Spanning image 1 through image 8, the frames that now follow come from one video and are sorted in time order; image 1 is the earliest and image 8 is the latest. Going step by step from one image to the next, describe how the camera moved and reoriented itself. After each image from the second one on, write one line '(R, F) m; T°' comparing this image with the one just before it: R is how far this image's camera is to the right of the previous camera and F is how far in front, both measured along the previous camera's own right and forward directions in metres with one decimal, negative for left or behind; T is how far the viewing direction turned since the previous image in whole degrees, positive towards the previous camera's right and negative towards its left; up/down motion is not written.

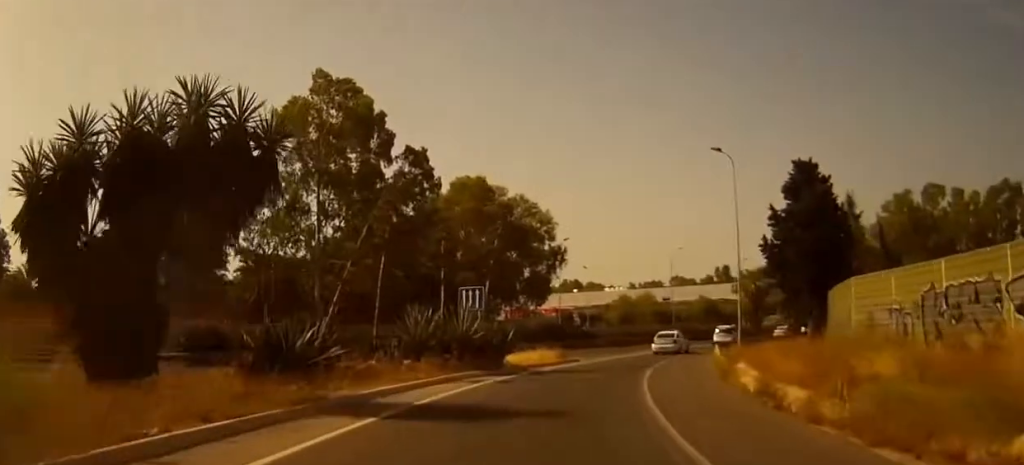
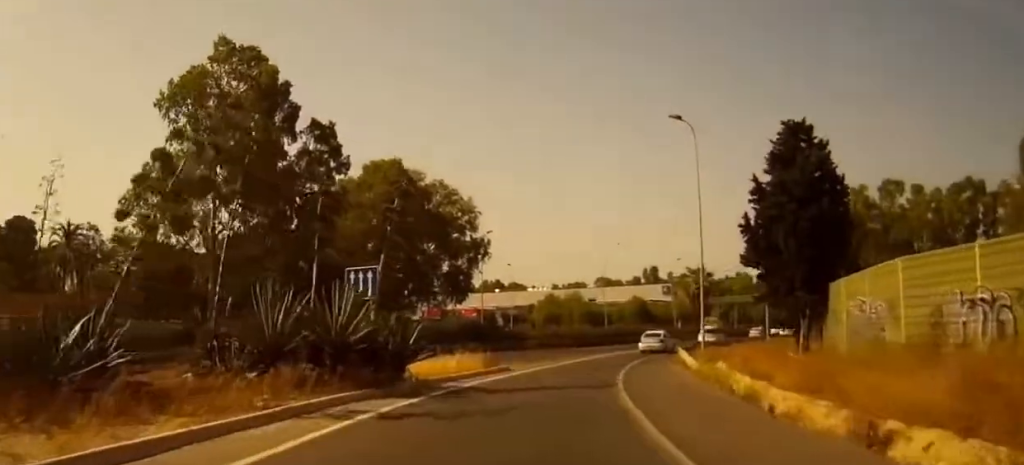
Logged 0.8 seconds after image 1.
(+0.5, +9.2) m; +5°
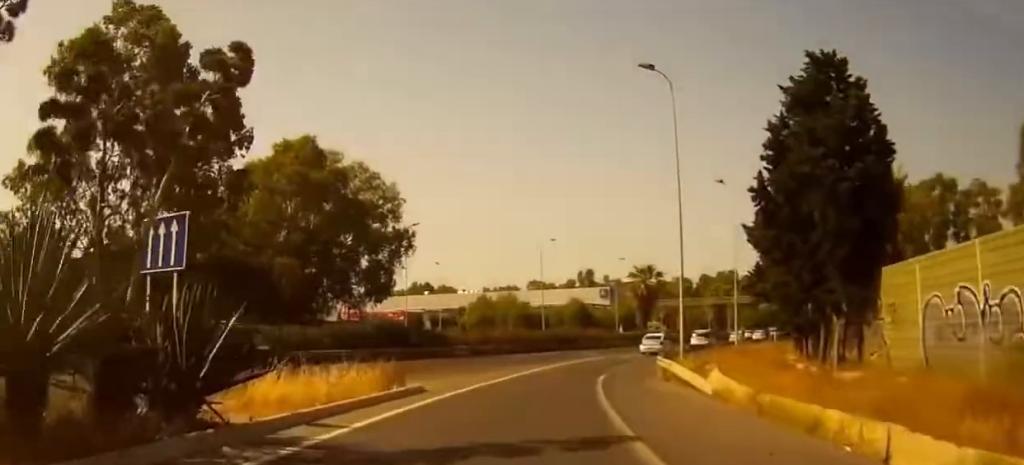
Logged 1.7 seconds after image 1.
(+0.4, +10.2) m; +3°
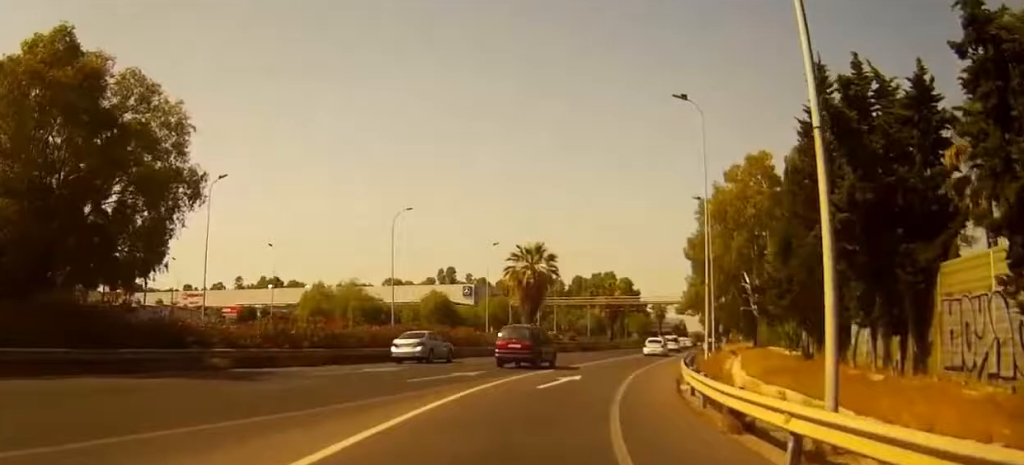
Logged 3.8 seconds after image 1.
(+2.2, +25.5) m; +13°
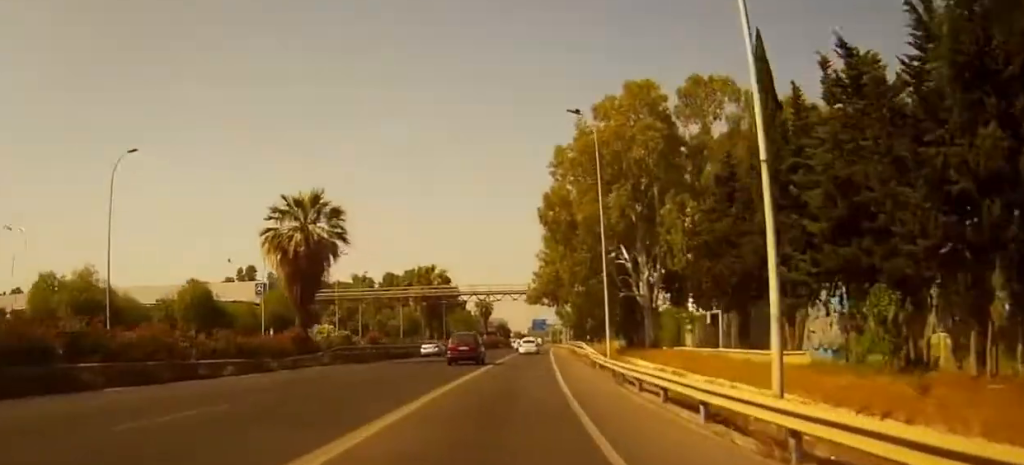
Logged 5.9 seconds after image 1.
(+4.3, +28.5) m; +15°
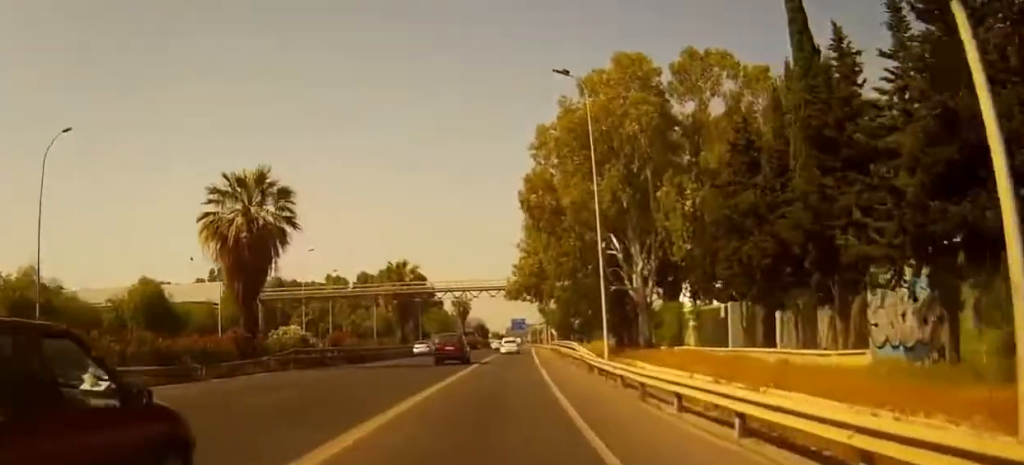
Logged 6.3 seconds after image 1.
(+0.2, +7.0) m; +2°
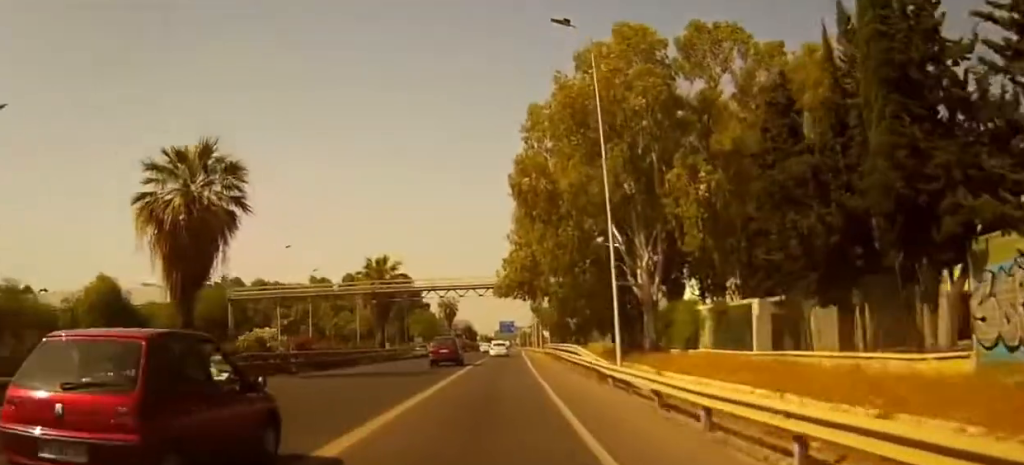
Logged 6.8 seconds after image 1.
(0.0, +6.9) m; +1°
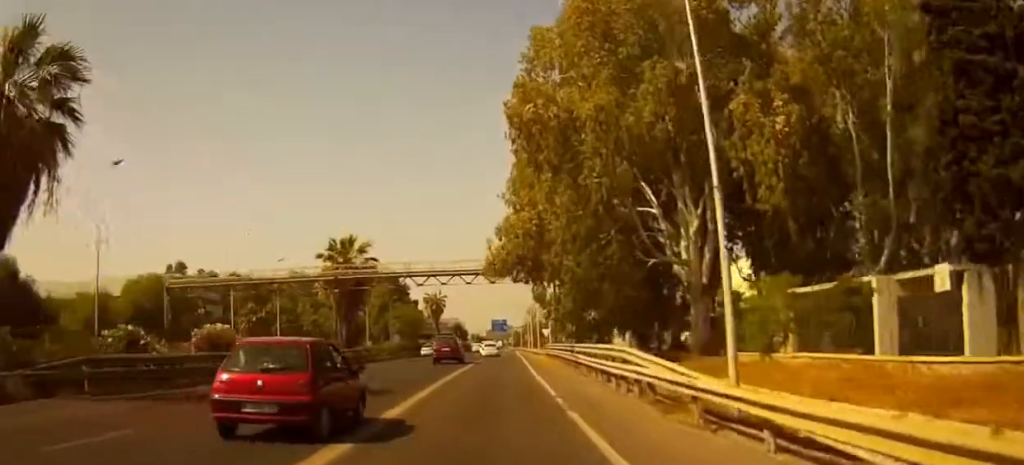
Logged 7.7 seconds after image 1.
(+0.1, +15.2) m; +1°
